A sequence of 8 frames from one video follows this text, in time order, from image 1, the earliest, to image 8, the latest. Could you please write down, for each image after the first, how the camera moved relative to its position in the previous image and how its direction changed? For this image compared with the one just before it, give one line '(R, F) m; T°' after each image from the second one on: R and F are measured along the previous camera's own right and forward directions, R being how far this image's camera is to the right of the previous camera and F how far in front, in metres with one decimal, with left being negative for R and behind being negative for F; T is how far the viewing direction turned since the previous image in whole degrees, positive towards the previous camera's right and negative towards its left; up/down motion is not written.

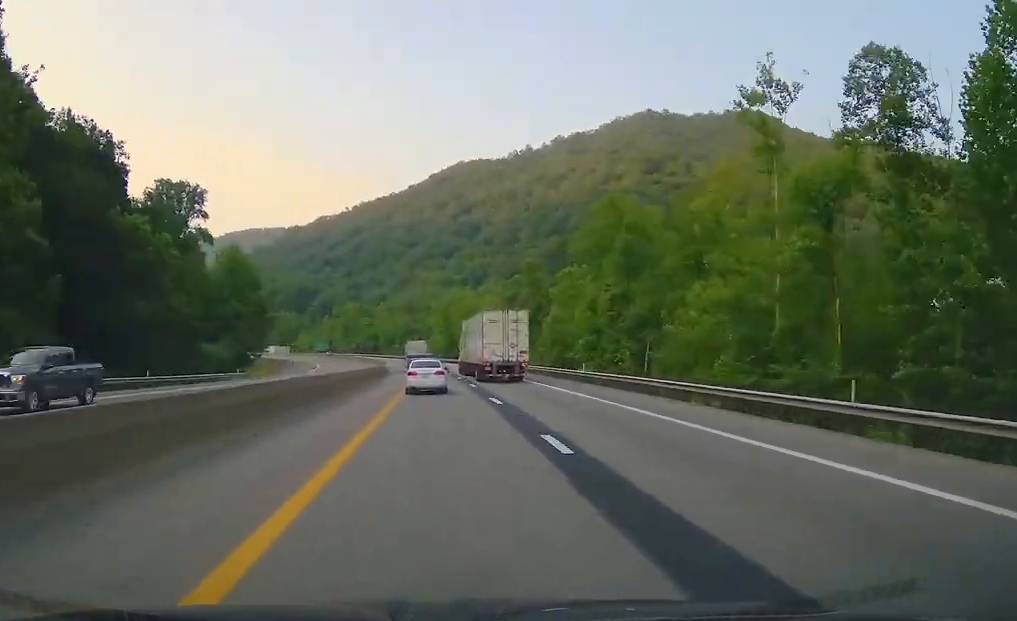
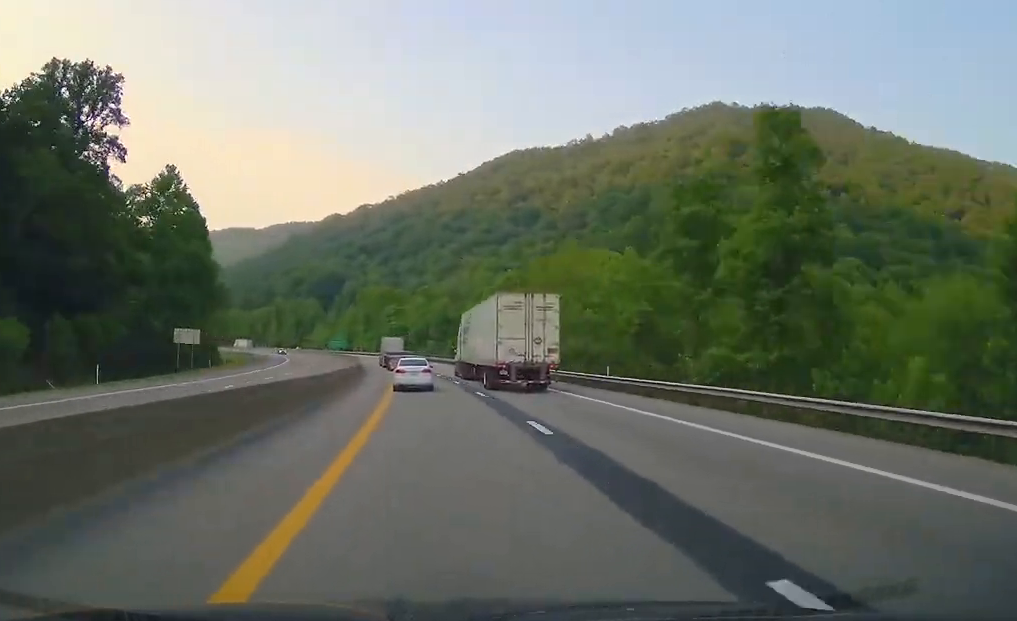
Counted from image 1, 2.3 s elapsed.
(-2.9, +71.6) m; -6°
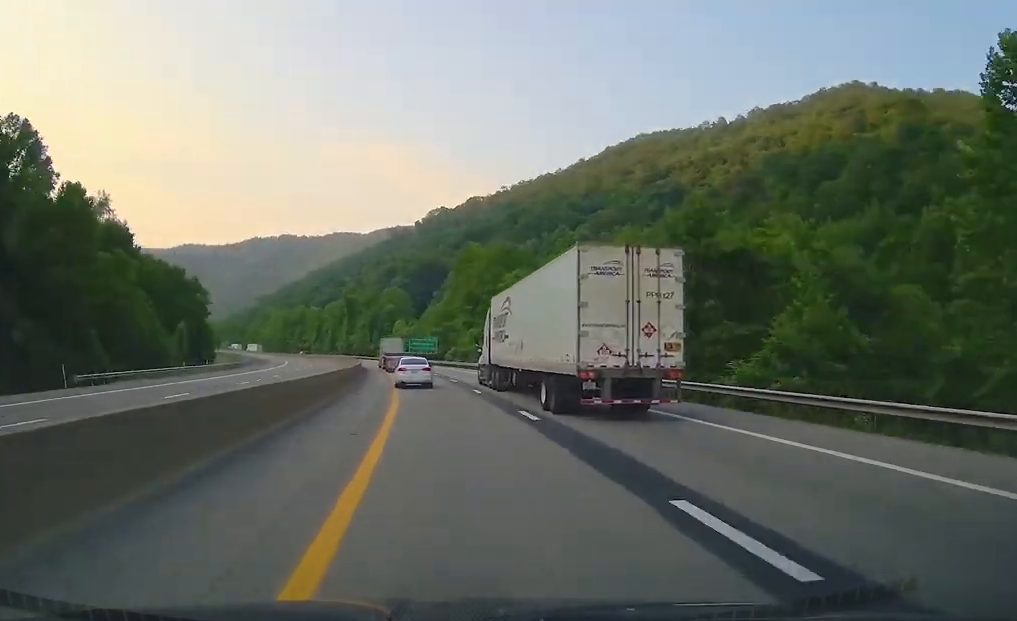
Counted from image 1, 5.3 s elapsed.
(-7.2, +95.3) m; -9°
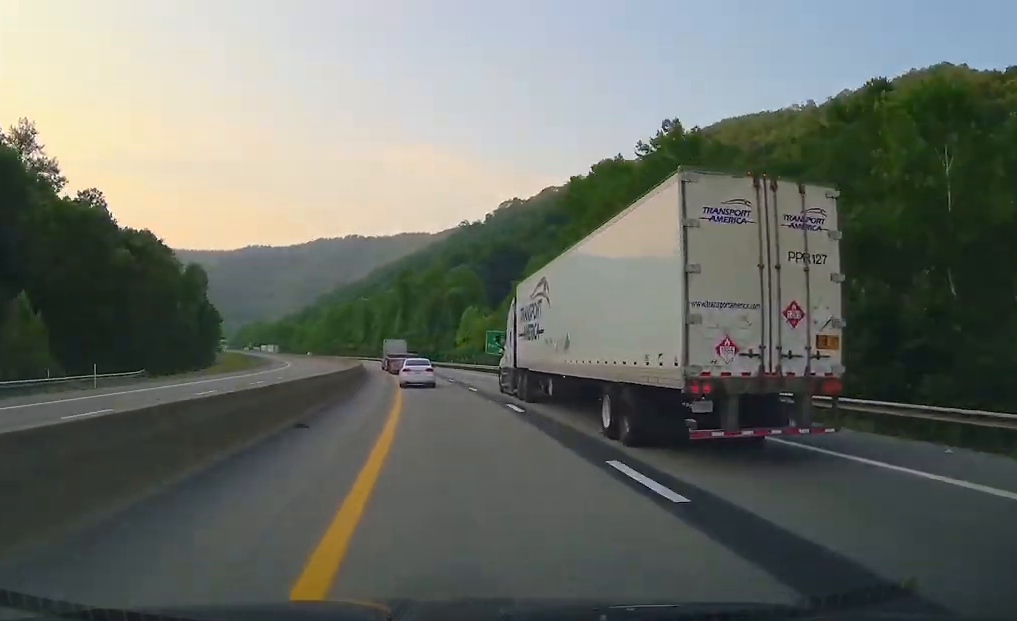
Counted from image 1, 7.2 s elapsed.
(-0.3, +58.3) m; -6°
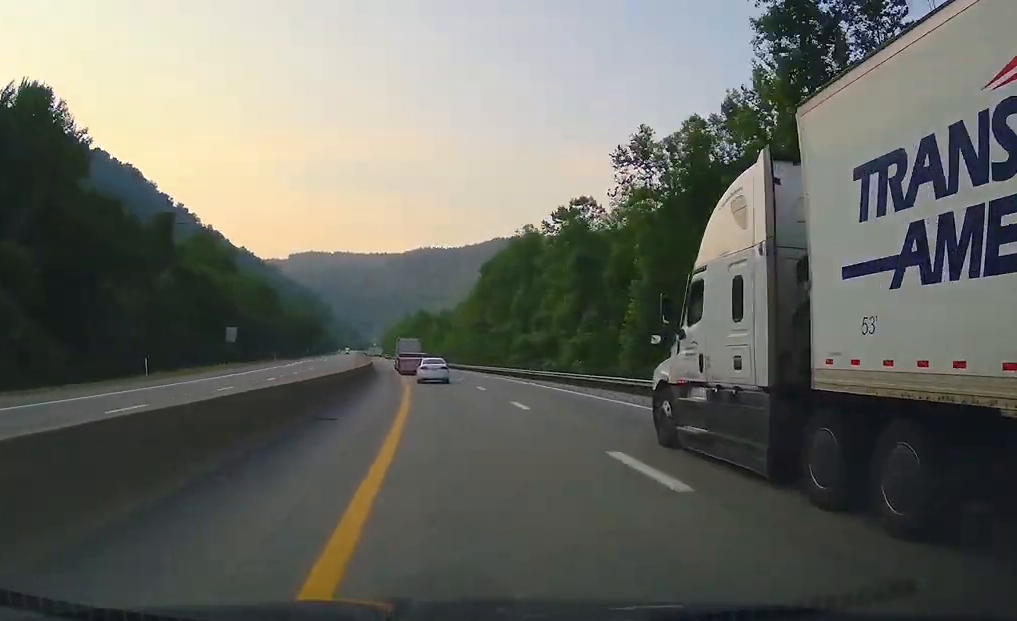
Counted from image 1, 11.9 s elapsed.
(-17.6, +146.1) m; -12°
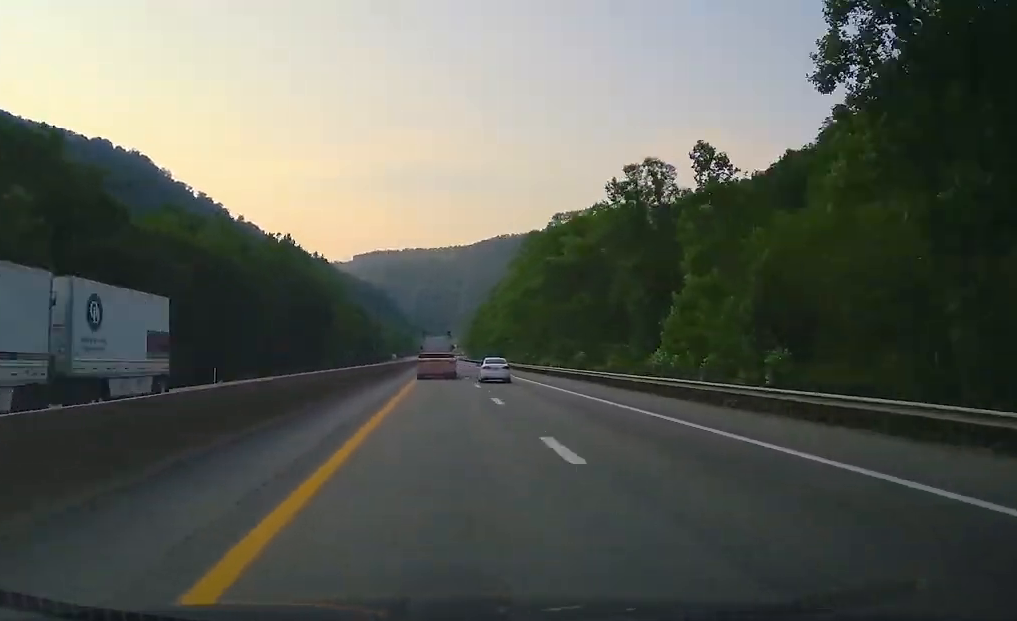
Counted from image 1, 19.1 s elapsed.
(-16.6, +218.7) m; -5°
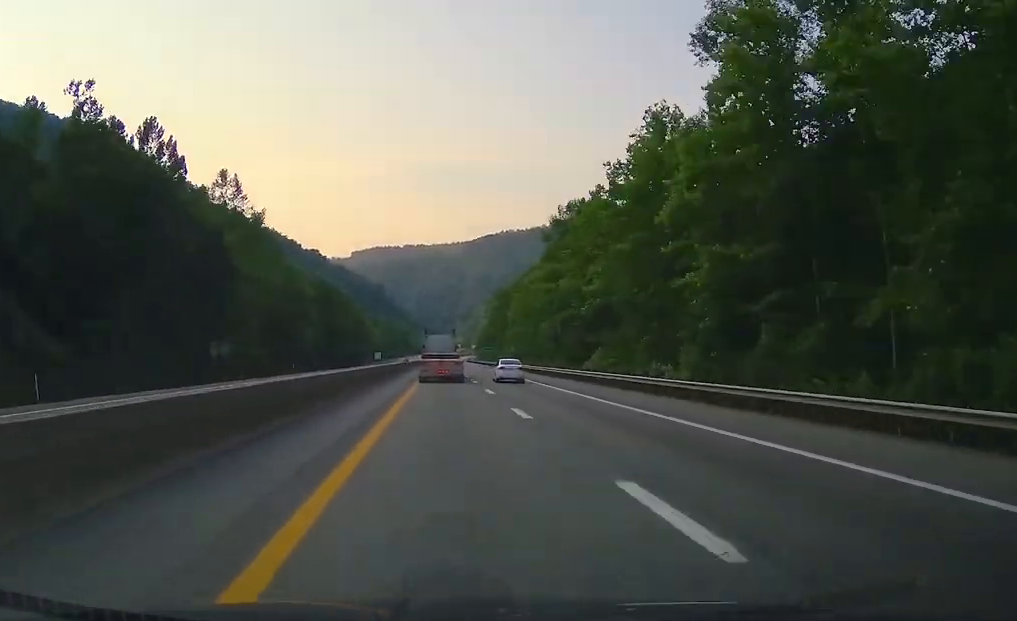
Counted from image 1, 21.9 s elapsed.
(-0.1, +97.4) m; 0°
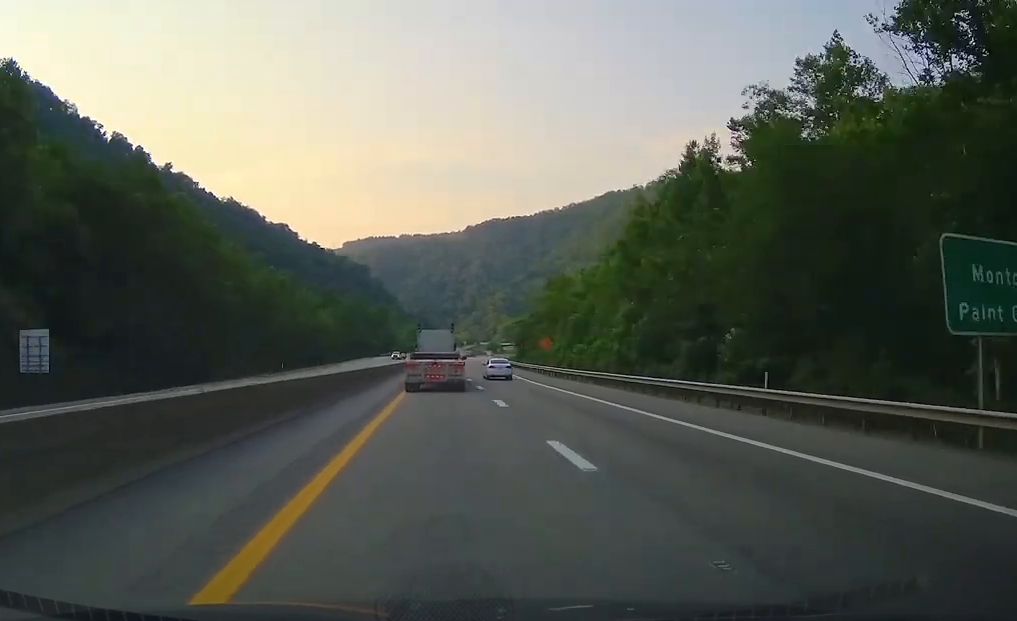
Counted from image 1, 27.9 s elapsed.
(+0.3, +197.1) m; 0°
